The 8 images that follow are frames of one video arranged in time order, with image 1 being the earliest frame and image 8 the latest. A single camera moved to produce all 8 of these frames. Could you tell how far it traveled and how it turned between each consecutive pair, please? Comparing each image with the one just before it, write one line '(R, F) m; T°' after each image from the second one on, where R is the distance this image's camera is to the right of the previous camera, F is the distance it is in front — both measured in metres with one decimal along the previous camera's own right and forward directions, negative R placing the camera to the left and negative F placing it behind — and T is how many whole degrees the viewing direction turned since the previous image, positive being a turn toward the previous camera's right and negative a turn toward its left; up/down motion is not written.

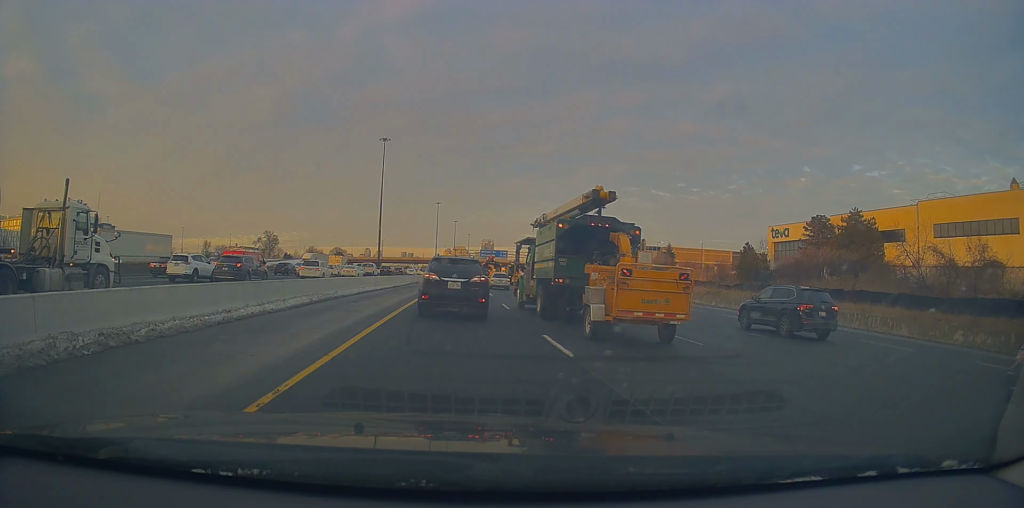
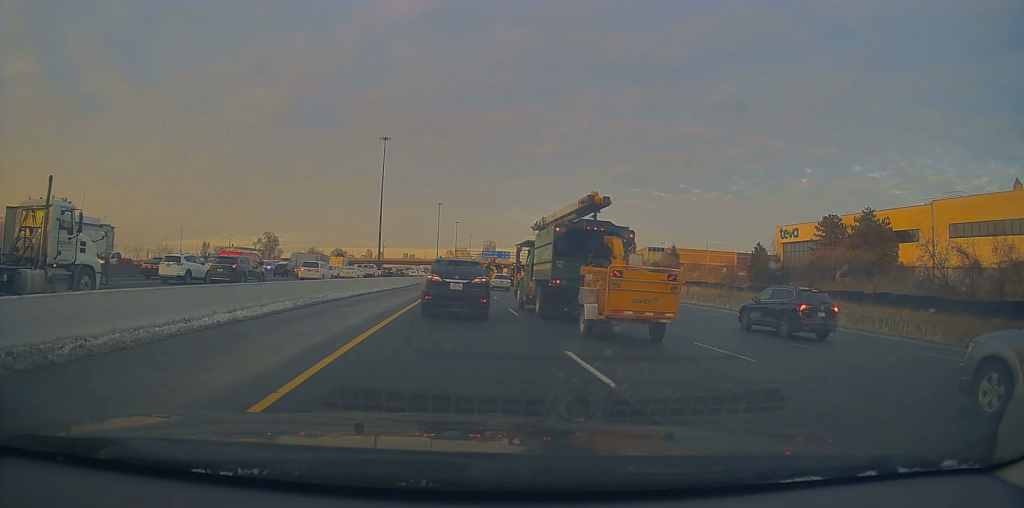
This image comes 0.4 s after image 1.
(0.0, +2.5) m; +1°
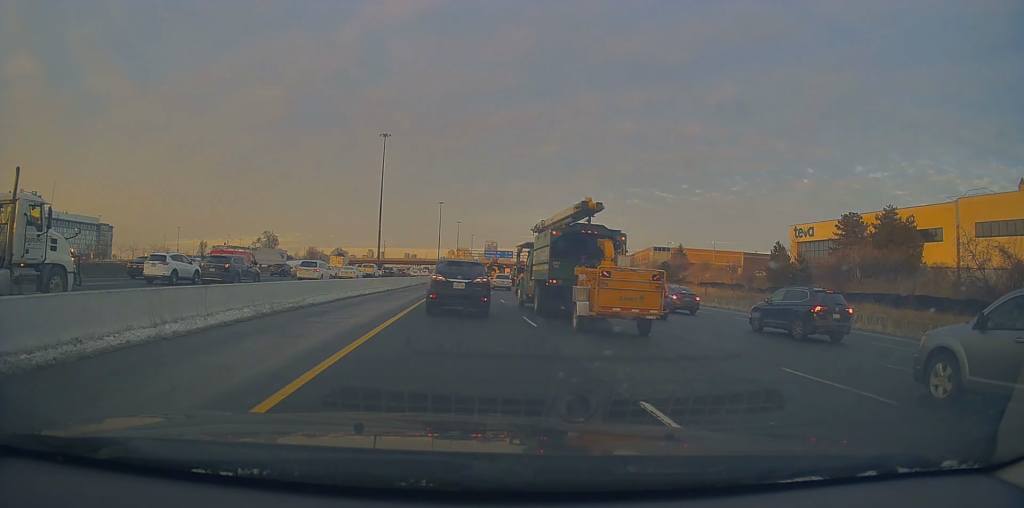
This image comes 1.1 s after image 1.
(+0.1, +4.0) m; +3°
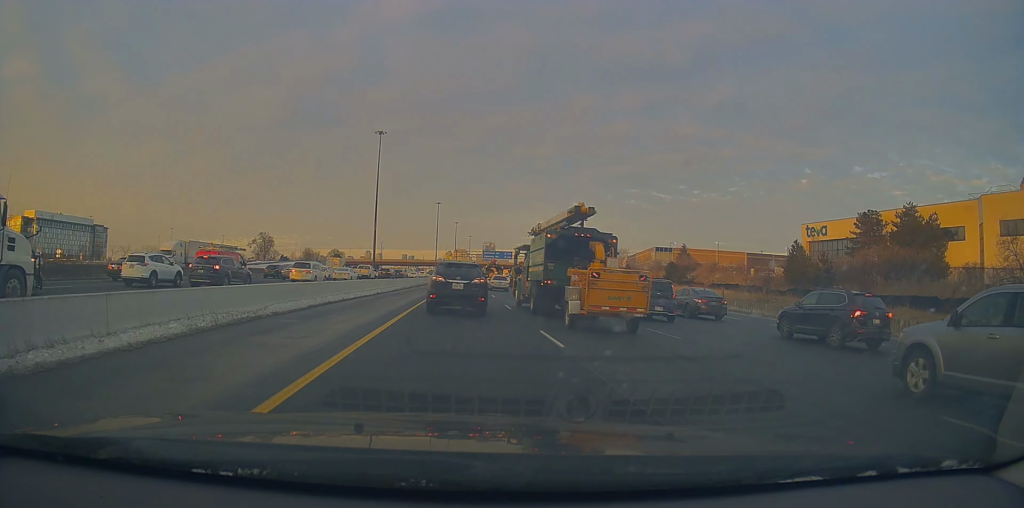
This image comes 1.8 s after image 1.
(+0.1, +3.9) m; -3°
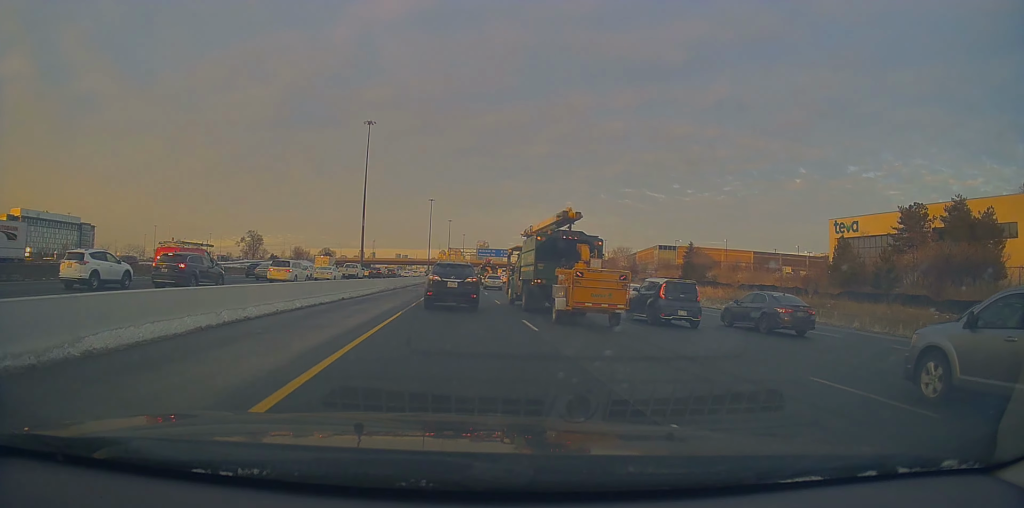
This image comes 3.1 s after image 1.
(-0.6, +8.2) m; -4°
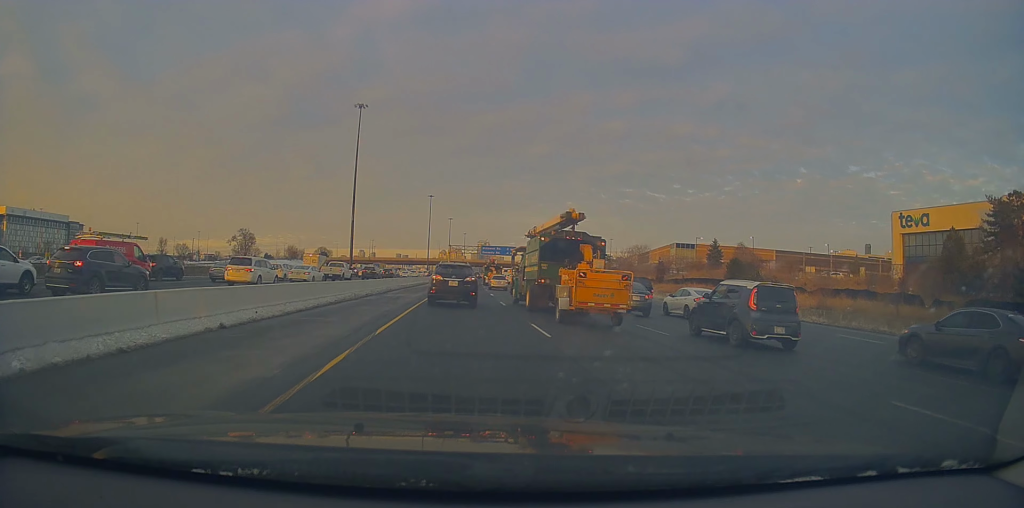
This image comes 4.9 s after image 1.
(+0.7, +13.2) m; +2°
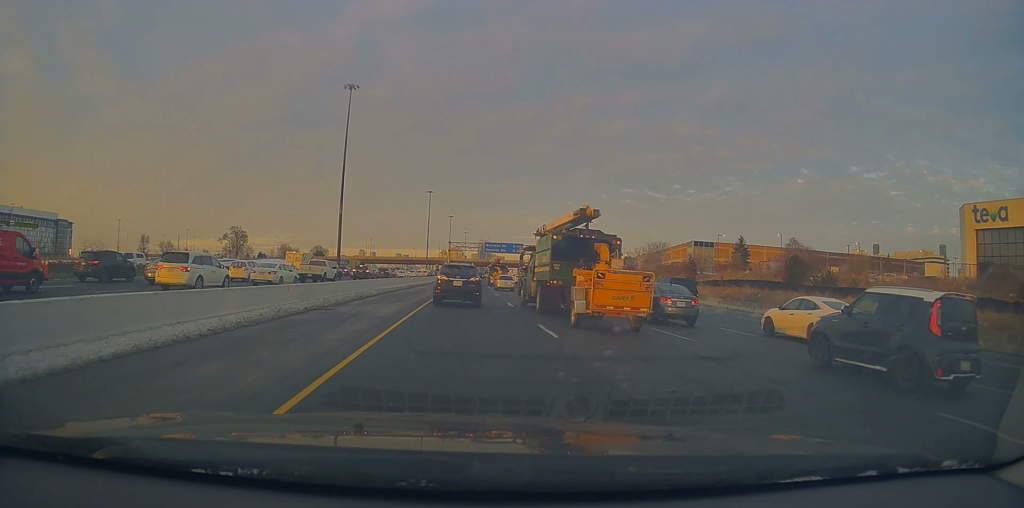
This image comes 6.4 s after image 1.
(-0.2, +12.5) m; -1°
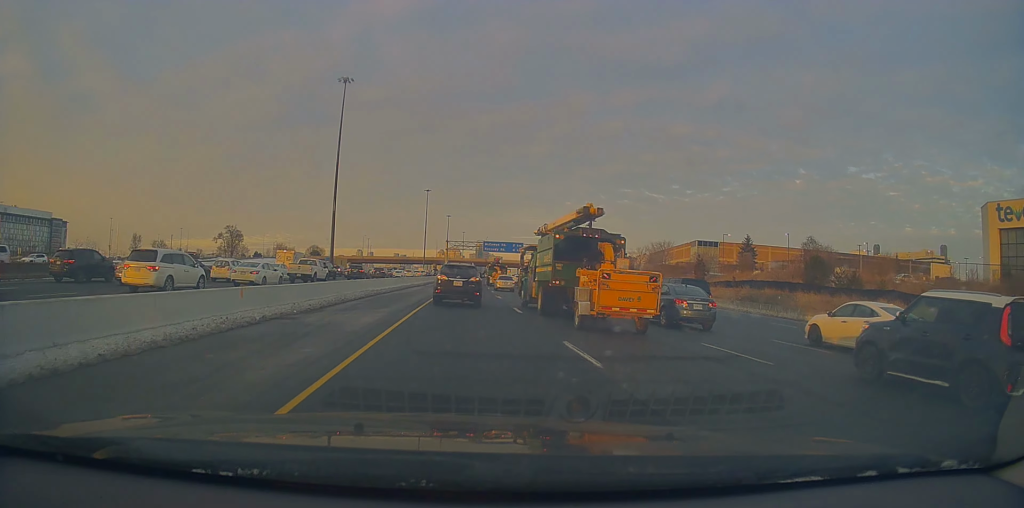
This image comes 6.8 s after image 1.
(0.0, +3.9) m; 0°
